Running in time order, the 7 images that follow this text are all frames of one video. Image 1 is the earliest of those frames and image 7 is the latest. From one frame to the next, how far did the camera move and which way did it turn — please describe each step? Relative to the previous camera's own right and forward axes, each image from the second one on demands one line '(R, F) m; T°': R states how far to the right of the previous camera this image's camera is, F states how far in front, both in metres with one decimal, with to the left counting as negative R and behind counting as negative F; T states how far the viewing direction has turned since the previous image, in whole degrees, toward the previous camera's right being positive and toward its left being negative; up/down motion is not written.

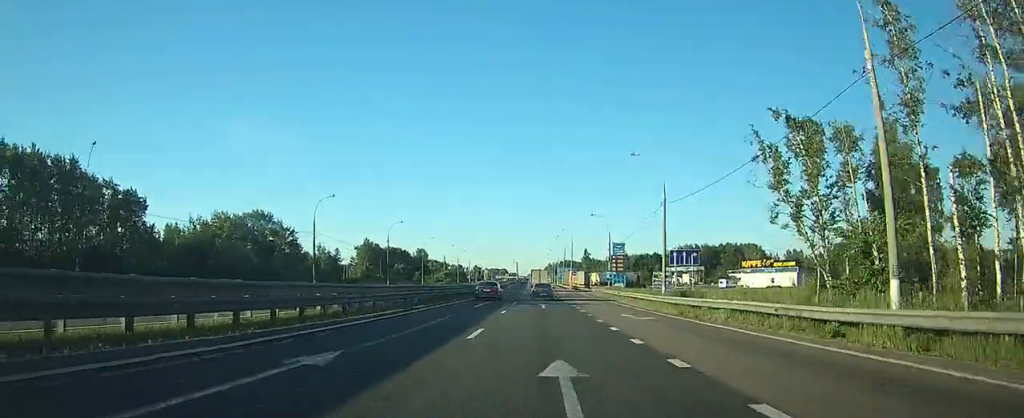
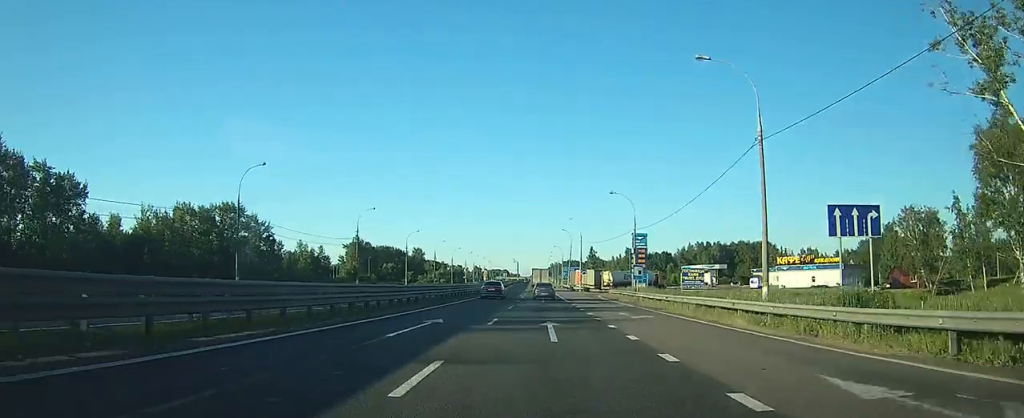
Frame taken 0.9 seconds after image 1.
(0.0, +19.0) m; 0°
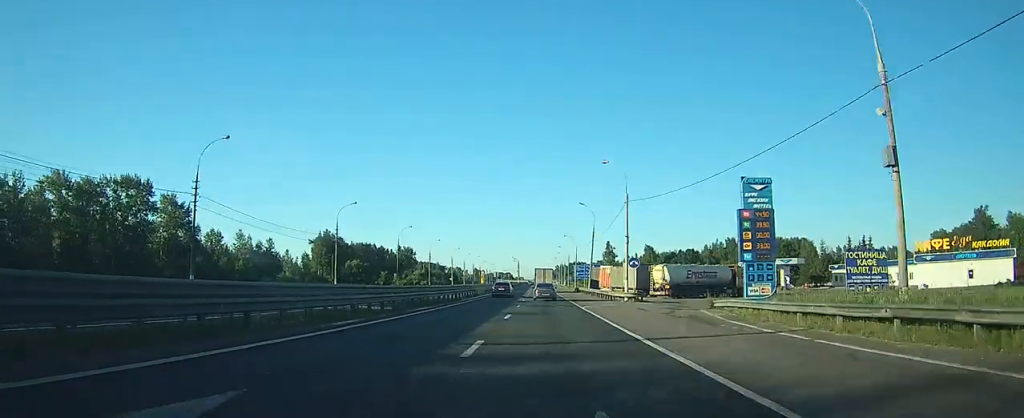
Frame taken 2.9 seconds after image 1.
(-0.1, +44.1) m; 0°
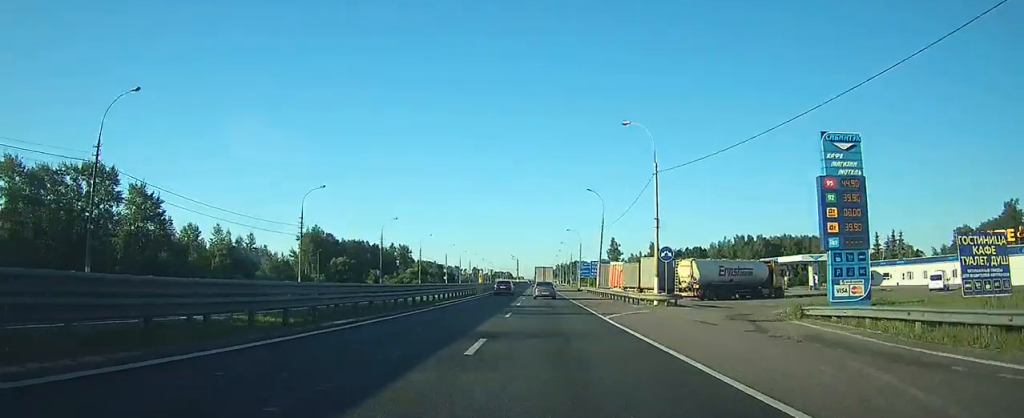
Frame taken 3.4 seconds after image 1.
(0.0, +11.8) m; 0°
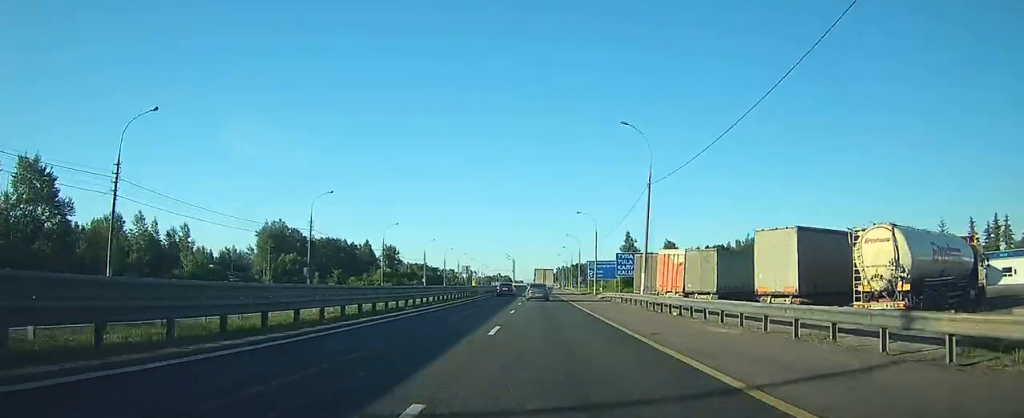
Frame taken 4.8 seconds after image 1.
(-0.1, +31.0) m; 0°
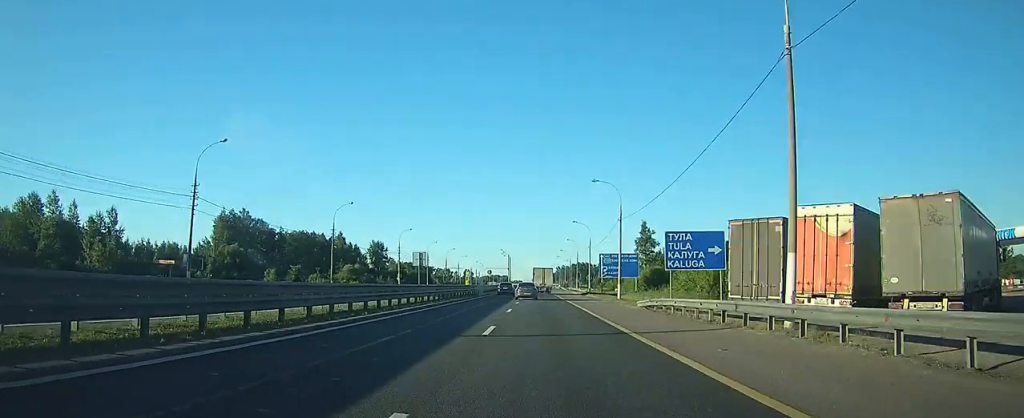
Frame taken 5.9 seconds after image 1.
(-0.1, +24.4) m; 0°
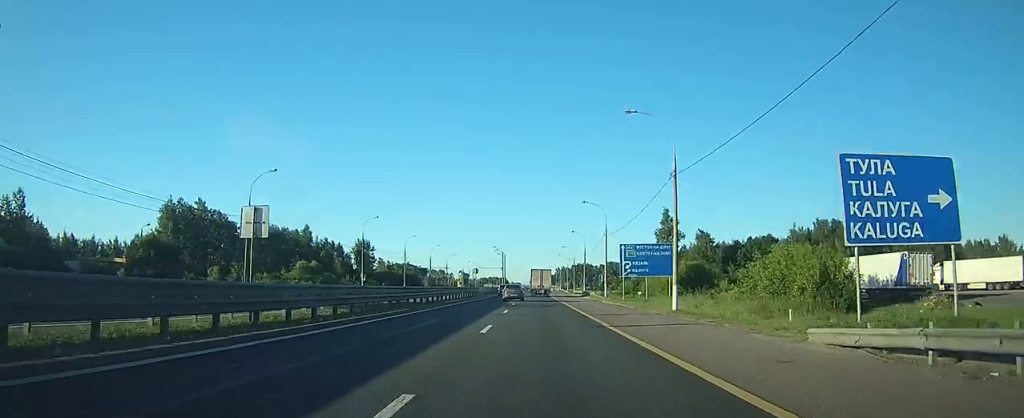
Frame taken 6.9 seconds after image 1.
(0.0, +23.1) m; 0°
